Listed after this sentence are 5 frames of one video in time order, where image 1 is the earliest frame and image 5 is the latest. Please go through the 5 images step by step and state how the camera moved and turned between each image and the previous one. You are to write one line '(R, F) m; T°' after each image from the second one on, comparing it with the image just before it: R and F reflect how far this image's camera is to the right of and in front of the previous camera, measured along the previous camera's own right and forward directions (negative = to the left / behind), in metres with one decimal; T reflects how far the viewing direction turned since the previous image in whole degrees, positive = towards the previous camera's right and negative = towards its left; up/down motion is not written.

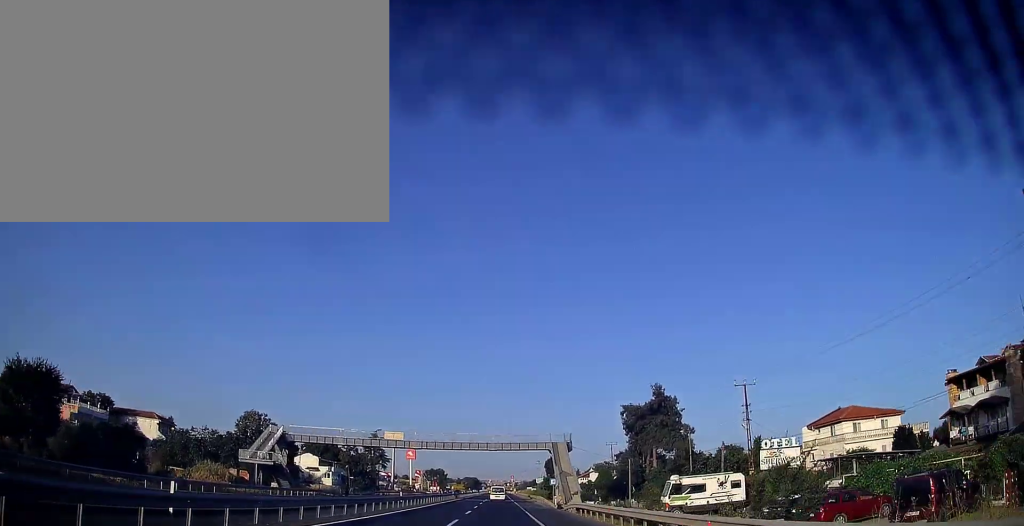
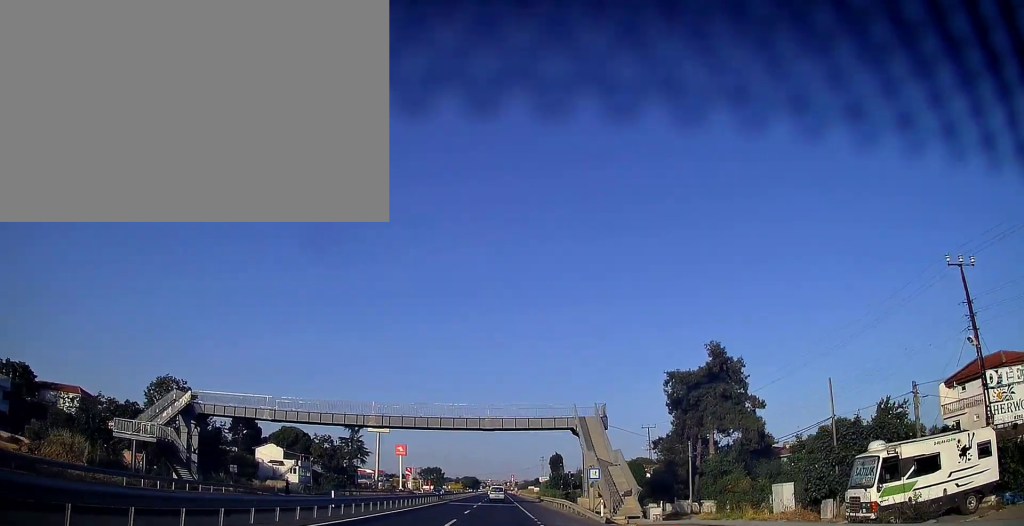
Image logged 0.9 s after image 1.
(0.0, +24.3) m; 0°
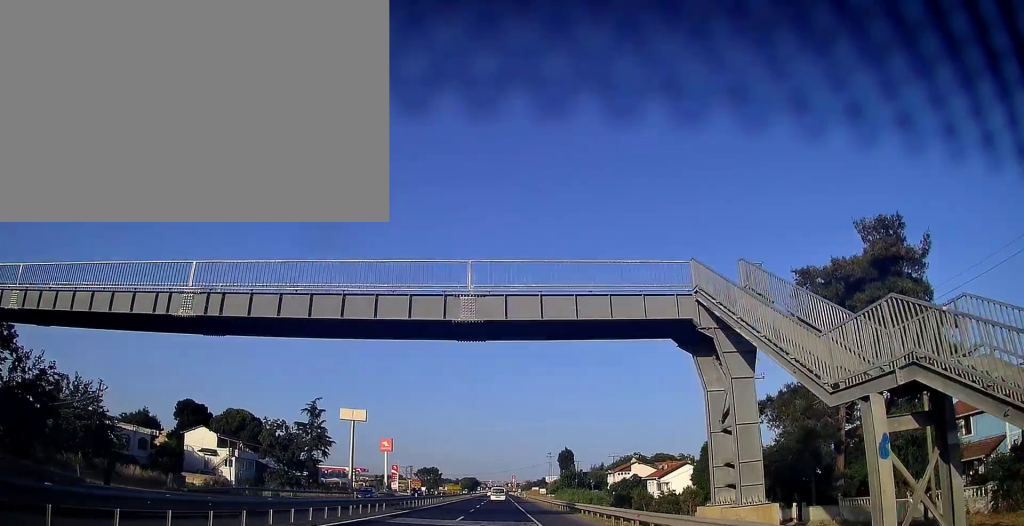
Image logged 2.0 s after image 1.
(-0.1, +30.6) m; -1°
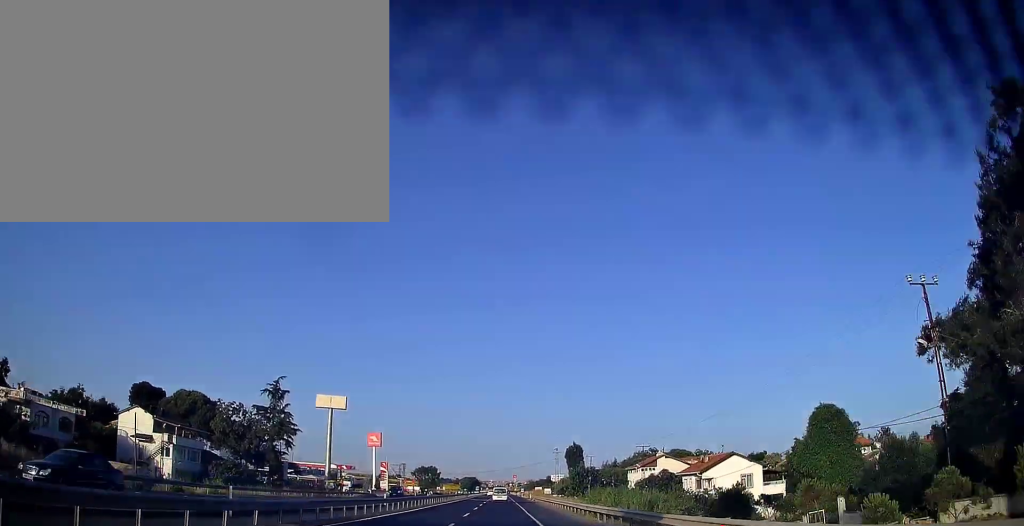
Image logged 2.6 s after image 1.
(-0.1, +18.4) m; 0°
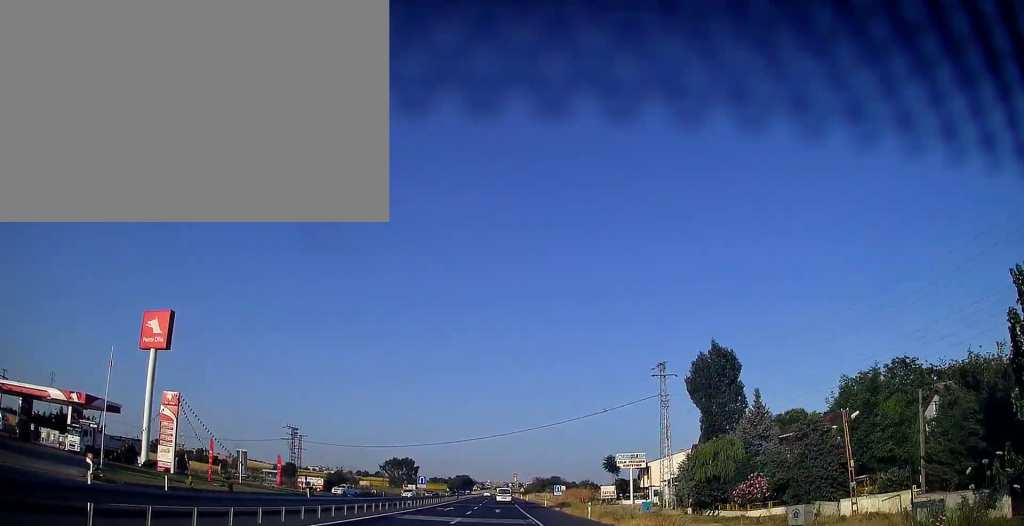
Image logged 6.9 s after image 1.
(+0.8, +116.4) m; 0°
